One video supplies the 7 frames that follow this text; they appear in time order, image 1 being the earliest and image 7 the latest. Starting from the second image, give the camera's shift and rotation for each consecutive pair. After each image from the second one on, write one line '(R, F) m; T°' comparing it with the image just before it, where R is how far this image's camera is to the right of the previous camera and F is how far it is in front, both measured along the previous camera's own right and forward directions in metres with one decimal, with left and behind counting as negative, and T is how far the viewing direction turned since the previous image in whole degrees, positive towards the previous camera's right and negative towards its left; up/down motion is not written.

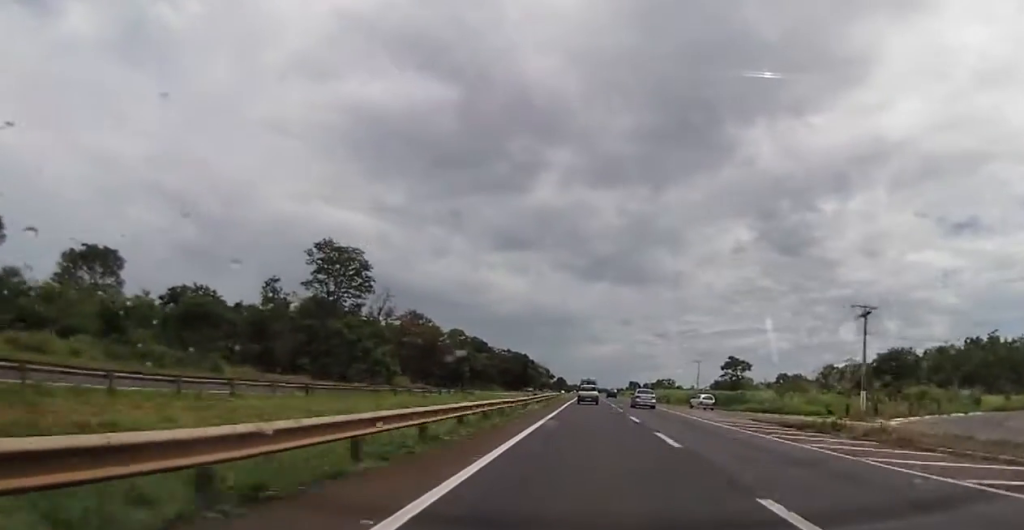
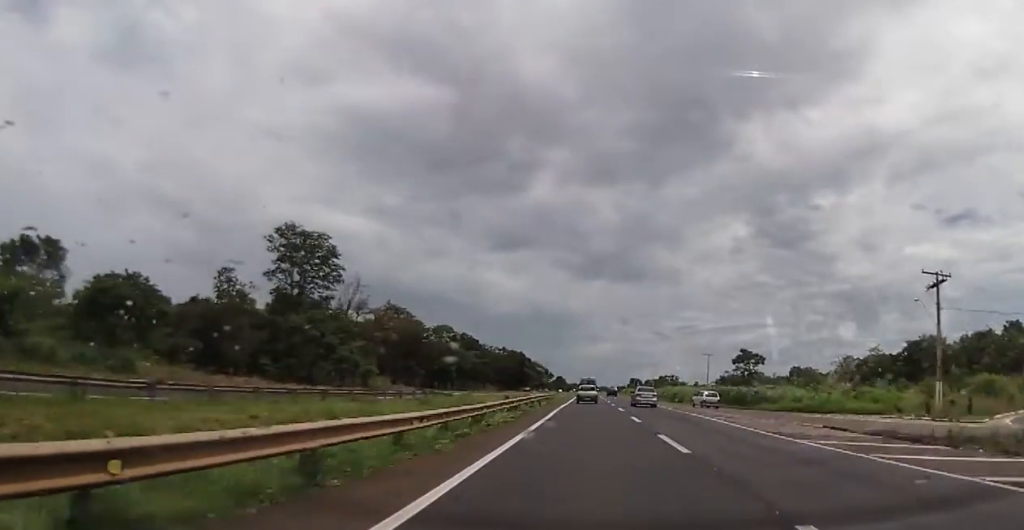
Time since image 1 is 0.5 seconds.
(+0.1, +13.6) m; 0°
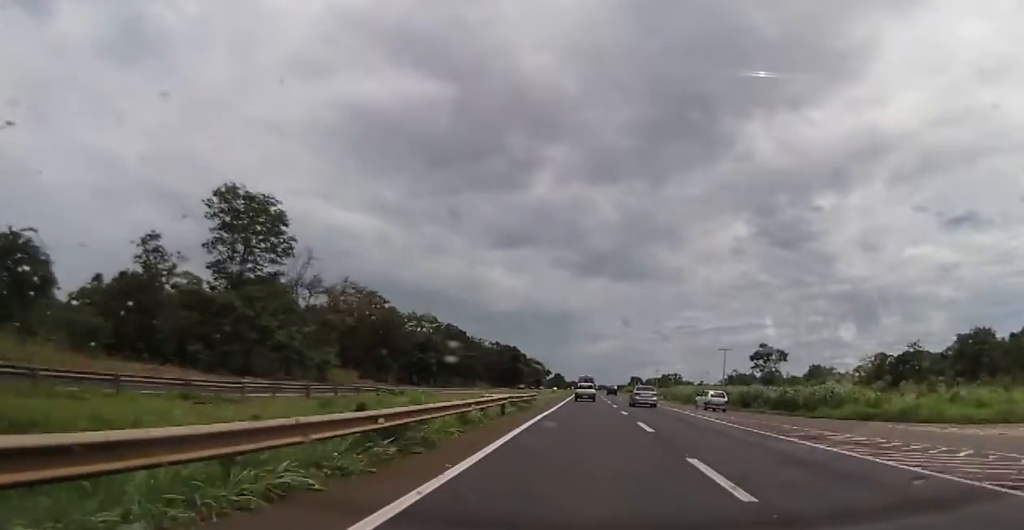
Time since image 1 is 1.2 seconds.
(0.0, +17.8) m; 0°
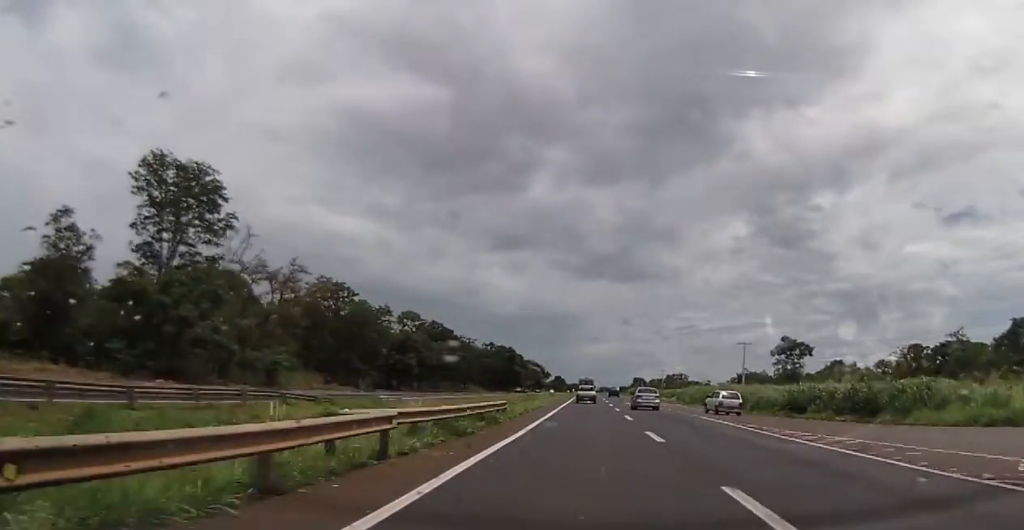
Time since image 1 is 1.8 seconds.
(0.0, +15.3) m; 0°
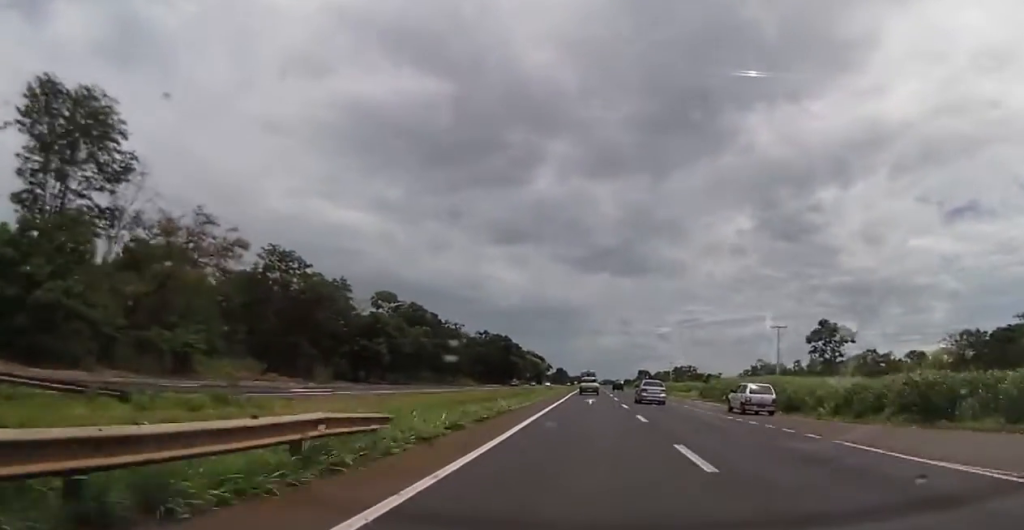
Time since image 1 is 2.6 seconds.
(0.0, +18.6) m; 0°
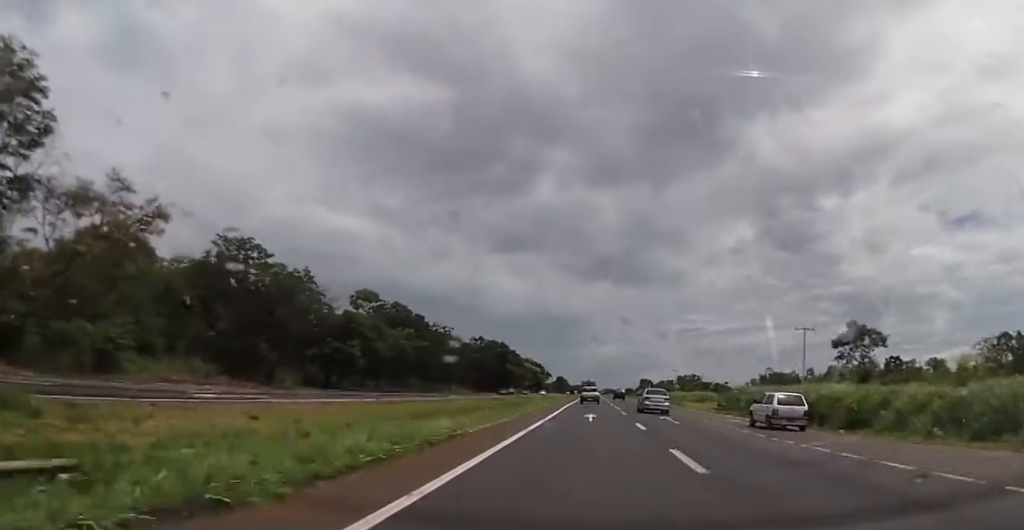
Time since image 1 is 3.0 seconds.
(0.0, +11.0) m; 0°
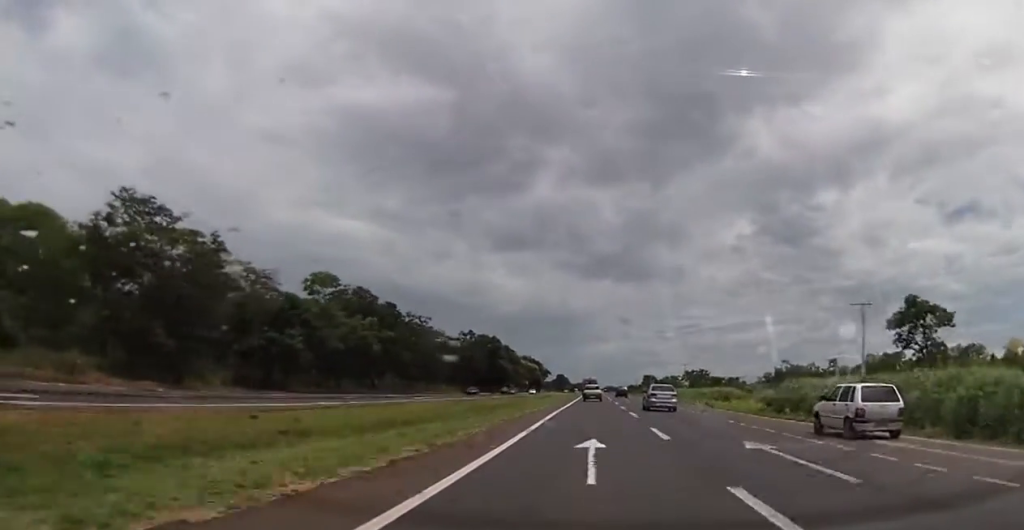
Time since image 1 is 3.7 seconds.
(+0.1, +17.7) m; -1°
